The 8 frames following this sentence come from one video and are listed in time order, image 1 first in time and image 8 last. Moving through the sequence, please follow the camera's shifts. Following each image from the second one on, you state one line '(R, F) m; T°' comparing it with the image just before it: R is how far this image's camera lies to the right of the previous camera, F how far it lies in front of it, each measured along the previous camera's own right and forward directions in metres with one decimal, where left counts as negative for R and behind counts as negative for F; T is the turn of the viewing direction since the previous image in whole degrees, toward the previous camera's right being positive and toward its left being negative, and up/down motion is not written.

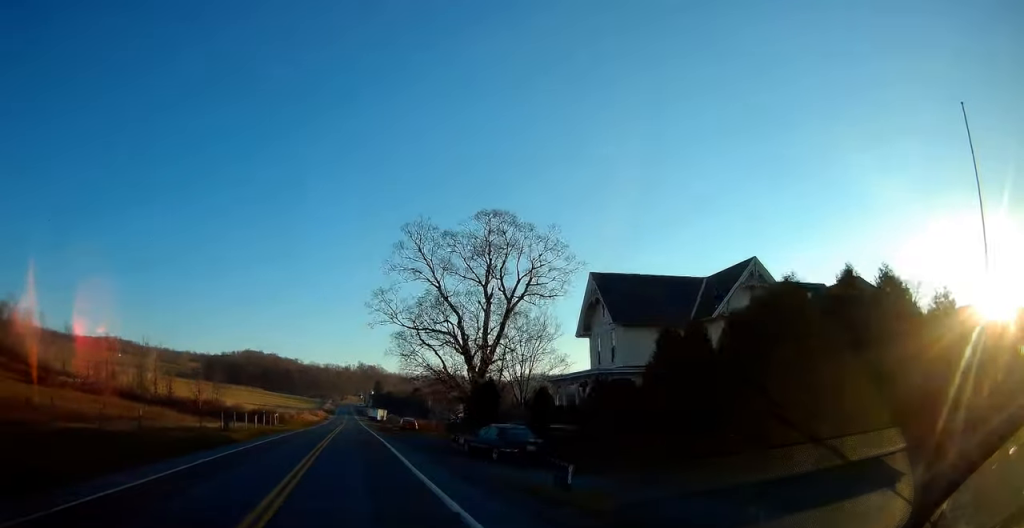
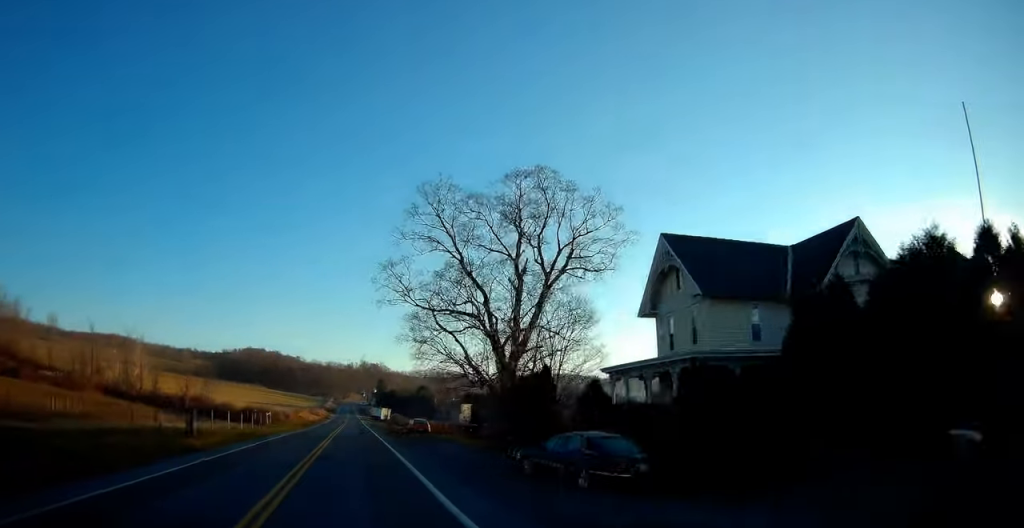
(+0.1, +8.6) m; 0°
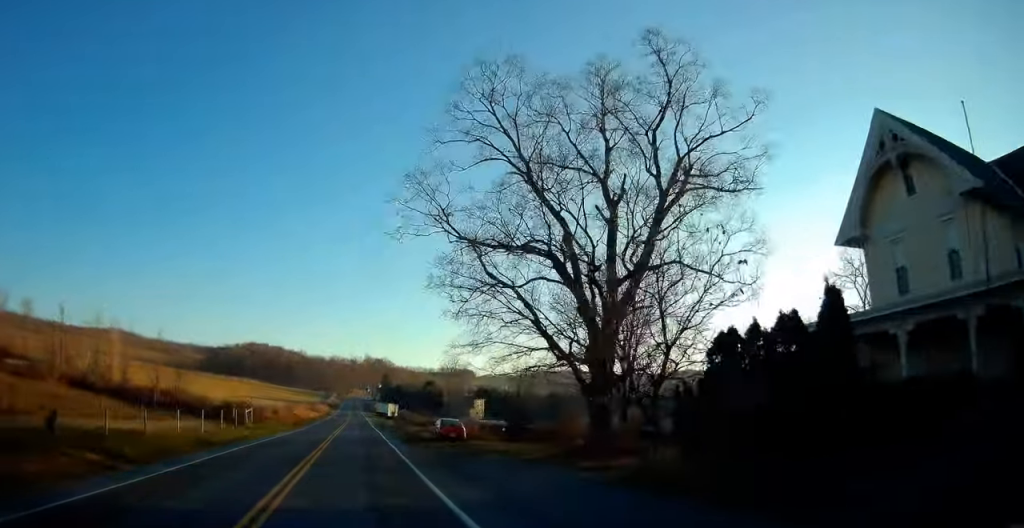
(+0.2, +14.4) m; 0°
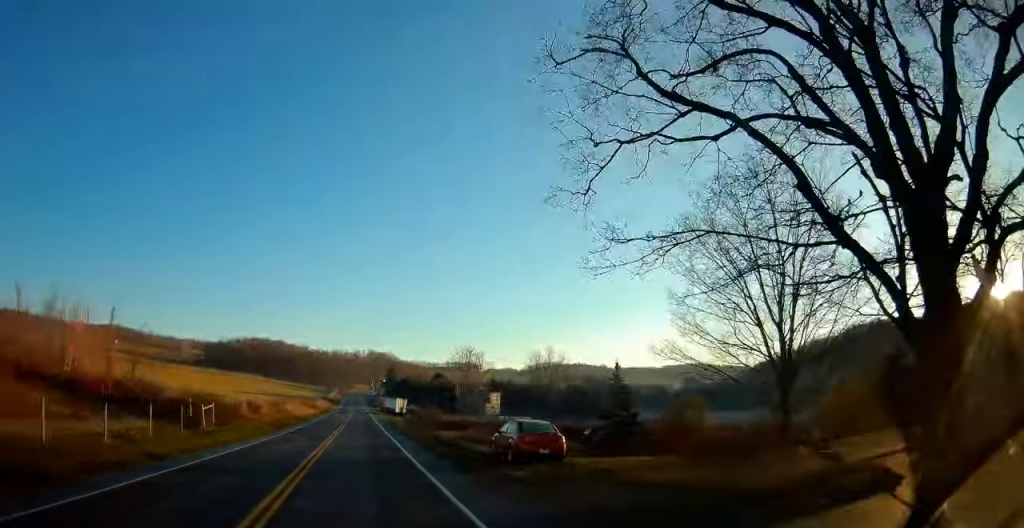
(-0.1, +16.0) m; -1°
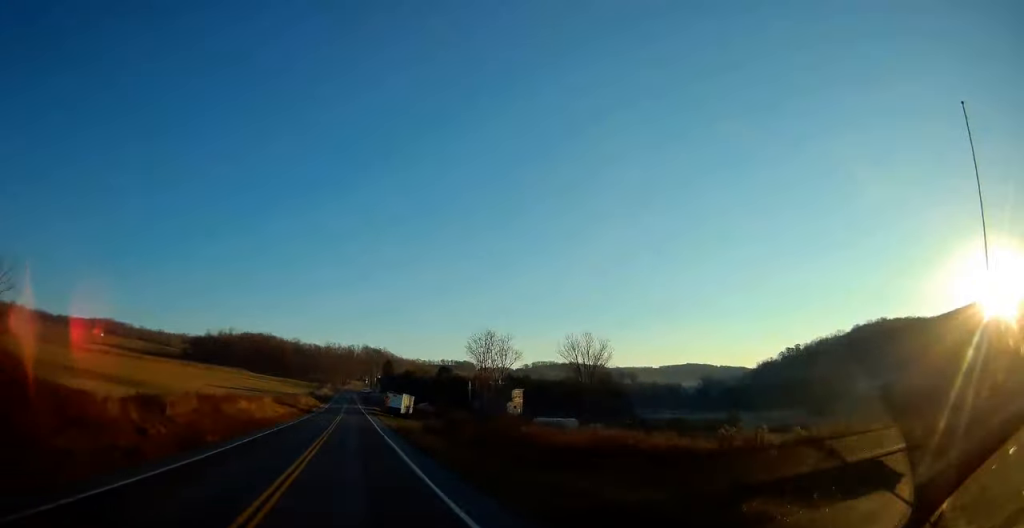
(-0.3, +27.0) m; -2°
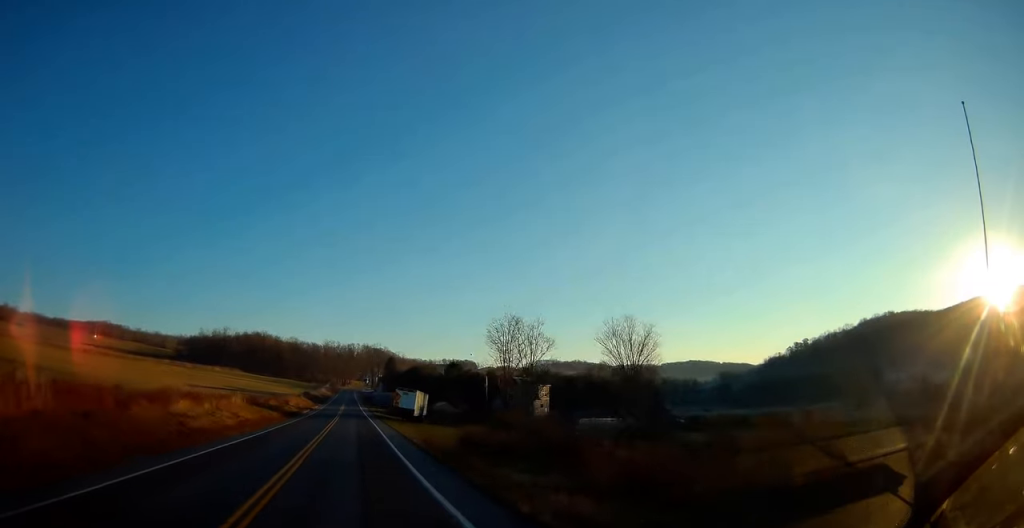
(-0.3, +18.5) m; 0°
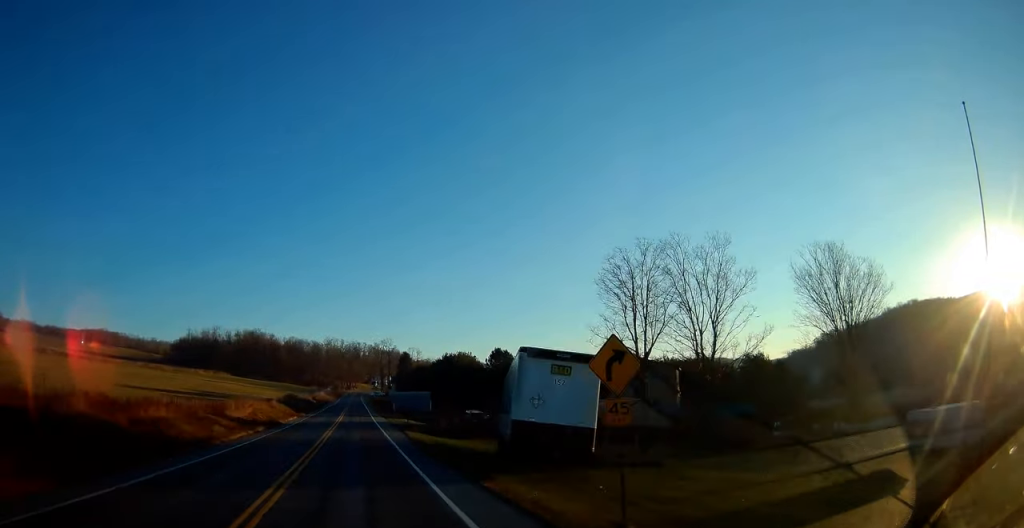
(+1.0, +46.5) m; +1°
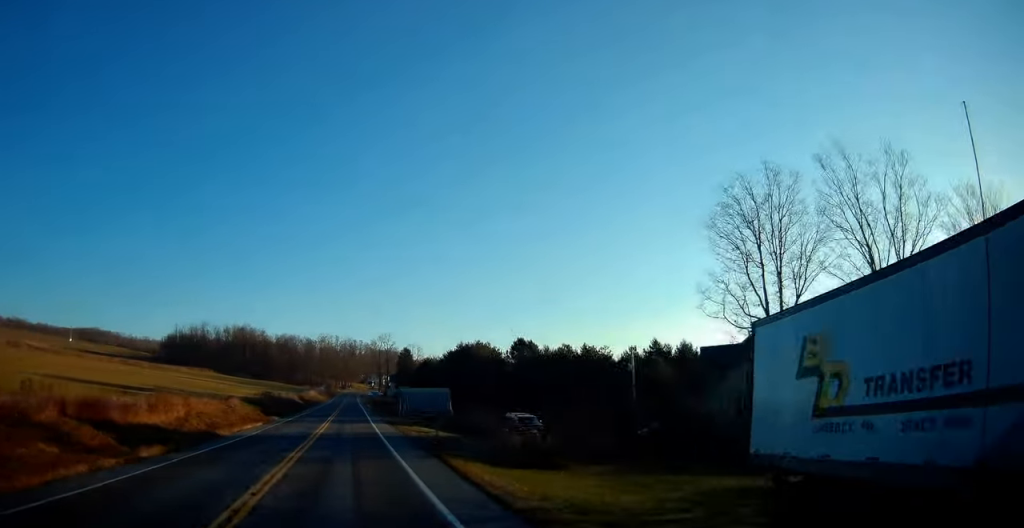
(0.0, +20.1) m; -1°
